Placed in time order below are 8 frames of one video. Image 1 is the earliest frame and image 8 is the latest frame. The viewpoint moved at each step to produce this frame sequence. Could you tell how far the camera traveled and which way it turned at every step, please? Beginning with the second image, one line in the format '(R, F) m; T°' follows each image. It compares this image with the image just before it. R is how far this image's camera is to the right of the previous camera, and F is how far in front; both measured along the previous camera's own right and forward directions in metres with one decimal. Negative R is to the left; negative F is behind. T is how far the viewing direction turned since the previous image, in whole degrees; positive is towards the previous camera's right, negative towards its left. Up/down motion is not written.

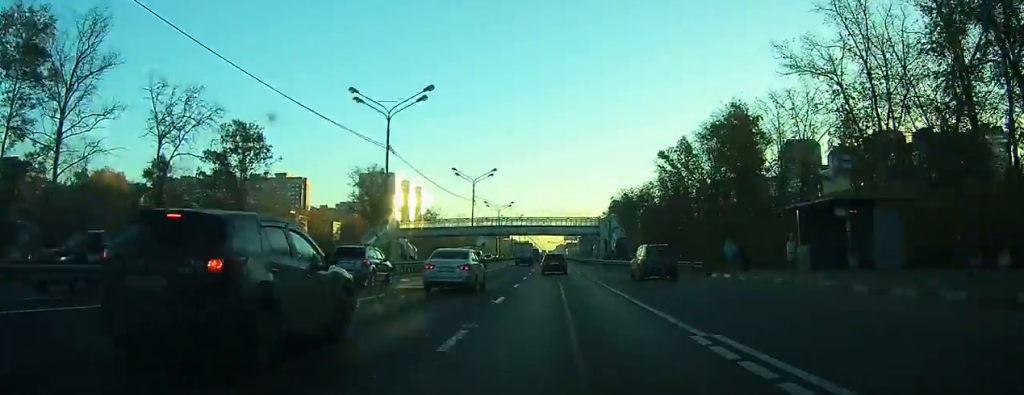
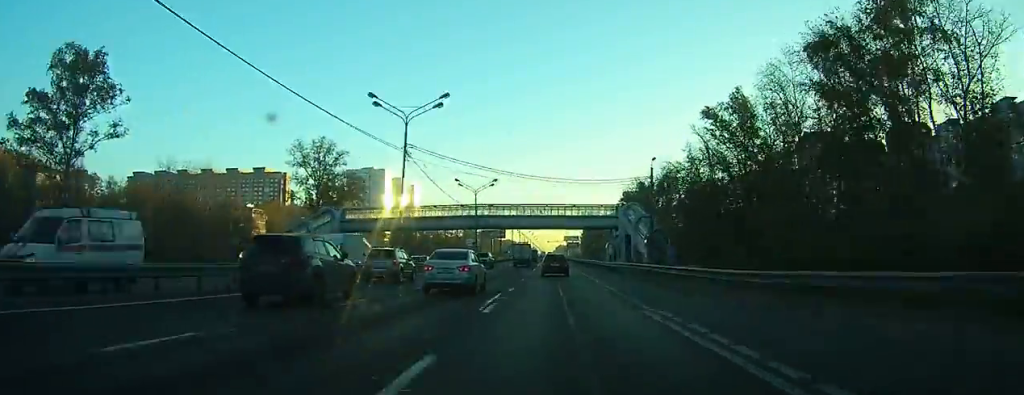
(+0.1, +33.7) m; 0°
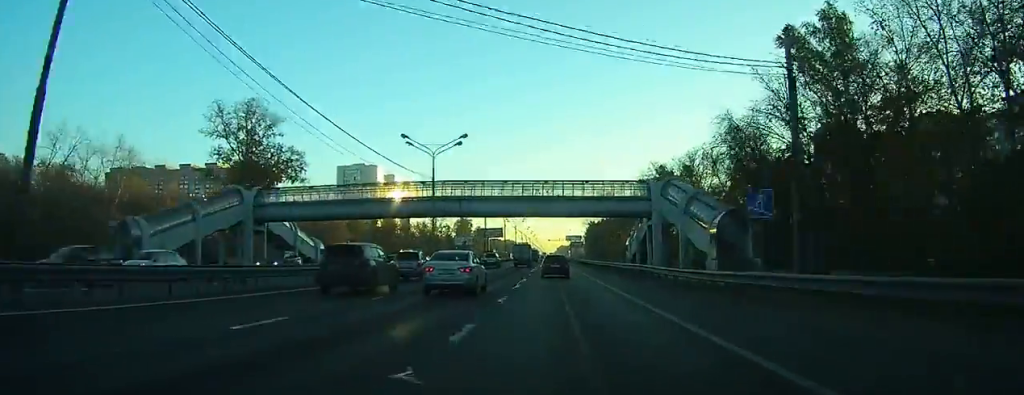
(+0.1, +29.2) m; 0°
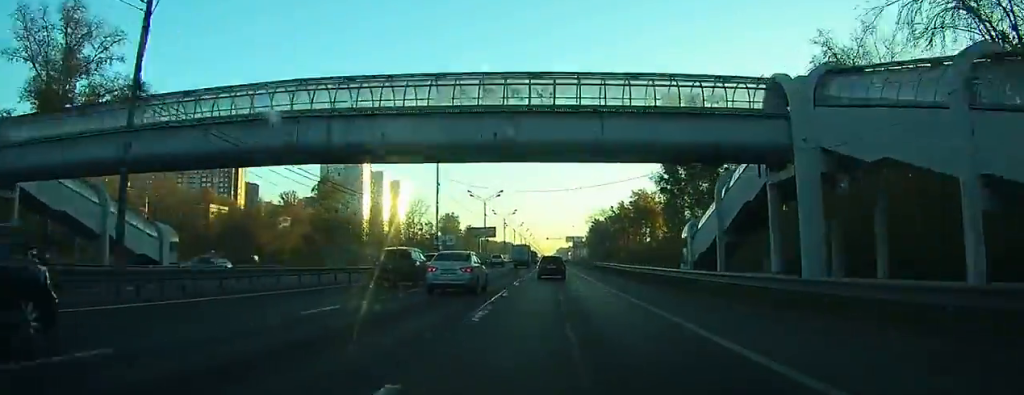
(+0.1, +38.2) m; 0°
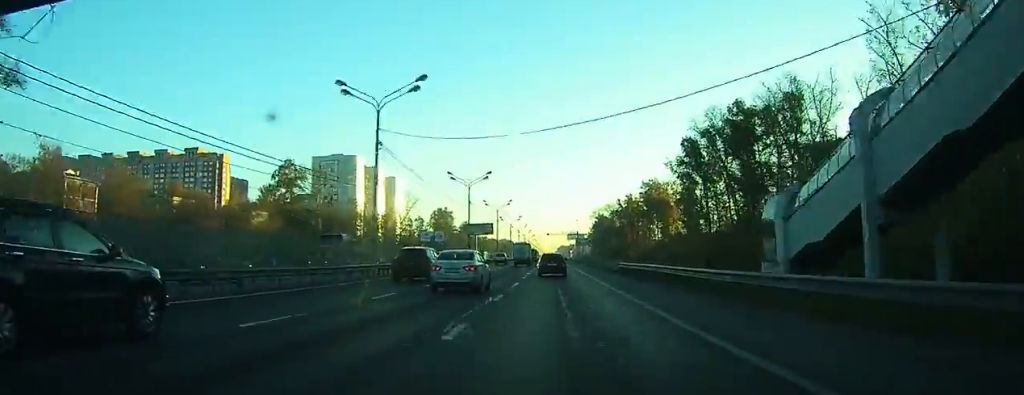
(0.0, +19.4) m; 0°
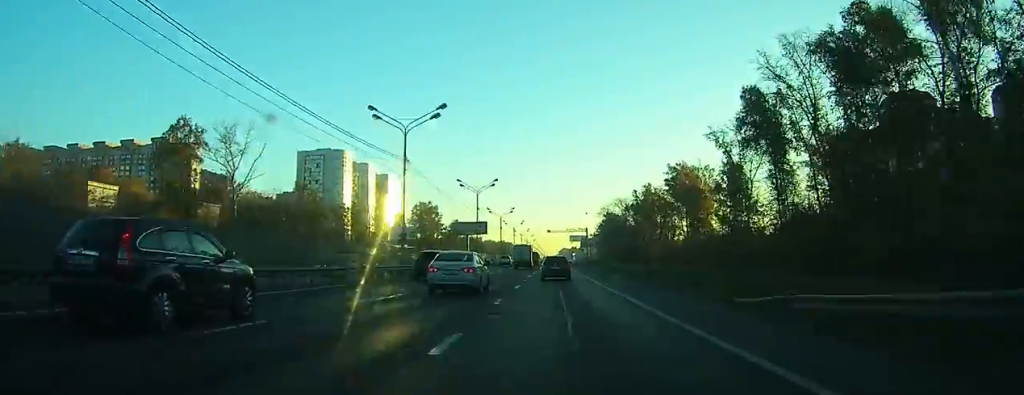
(-0.1, +36.1) m; 0°
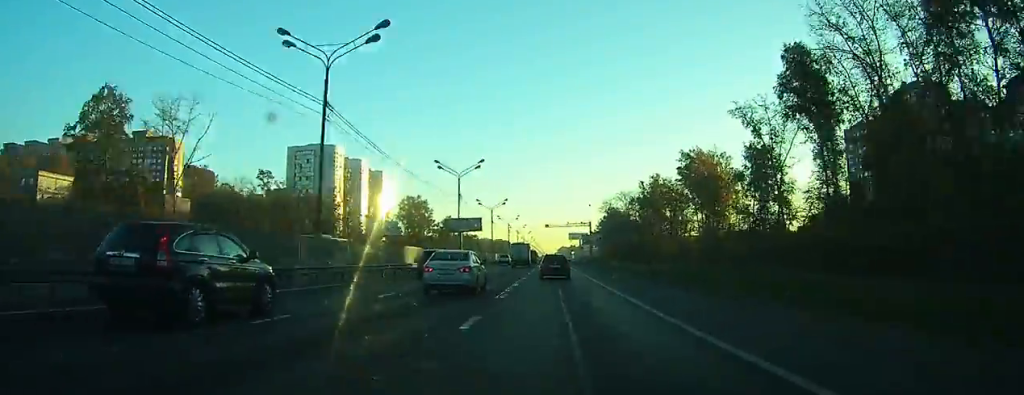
(+0.1, +15.3) m; 0°
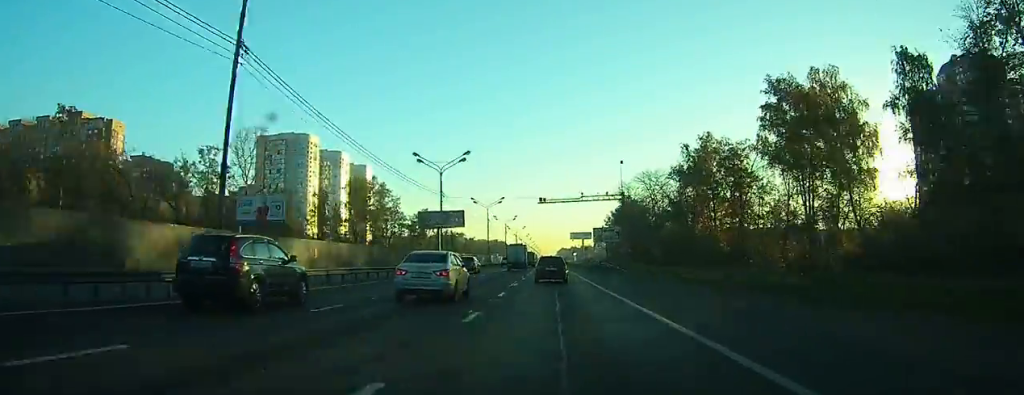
(0.0, +48.6) m; 0°
